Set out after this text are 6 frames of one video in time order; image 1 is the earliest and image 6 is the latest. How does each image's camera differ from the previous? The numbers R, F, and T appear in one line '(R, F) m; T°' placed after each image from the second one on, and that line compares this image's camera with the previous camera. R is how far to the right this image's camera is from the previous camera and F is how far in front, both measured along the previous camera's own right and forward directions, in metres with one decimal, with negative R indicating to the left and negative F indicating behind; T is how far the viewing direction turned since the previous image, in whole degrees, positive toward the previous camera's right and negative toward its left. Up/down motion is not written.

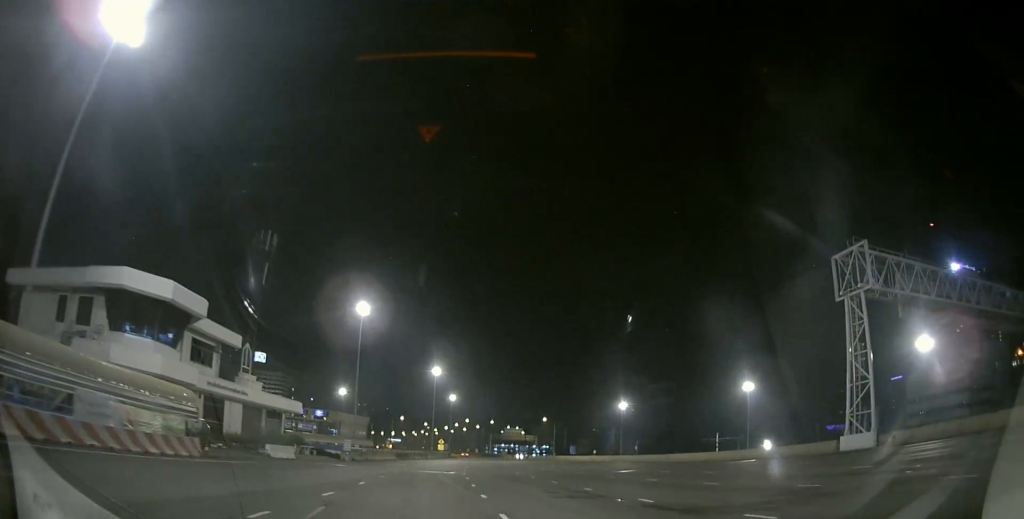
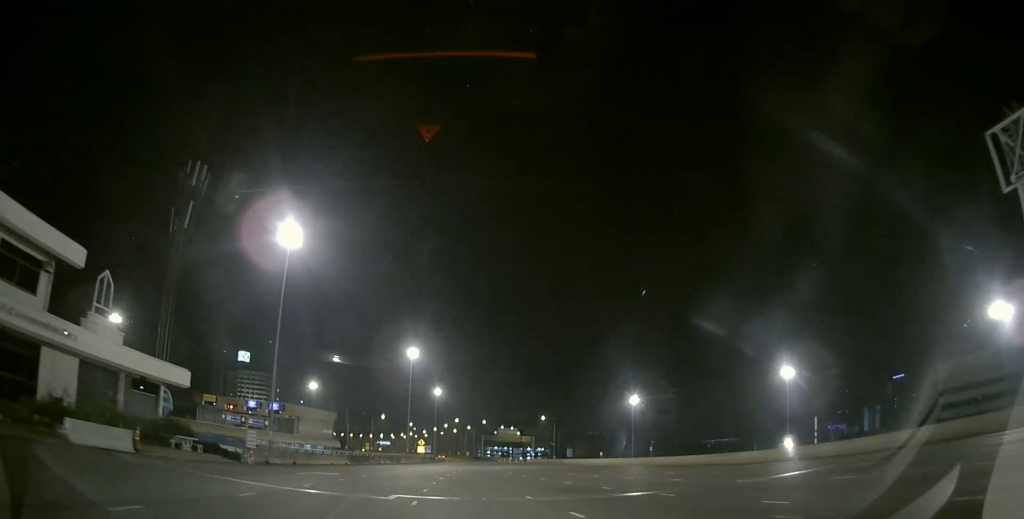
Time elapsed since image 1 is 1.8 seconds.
(+0.3, +19.4) m; +2°
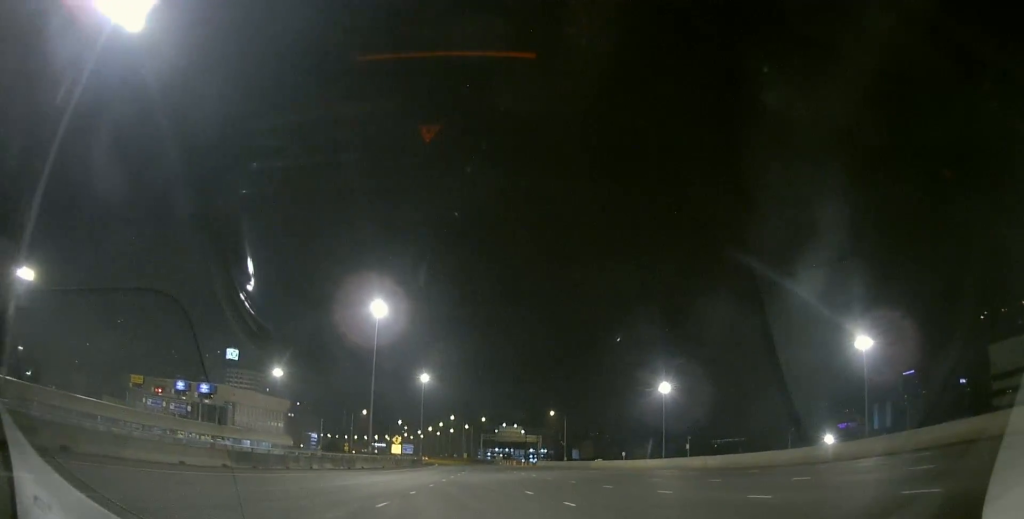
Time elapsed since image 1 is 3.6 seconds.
(+0.4, +22.7) m; +1°
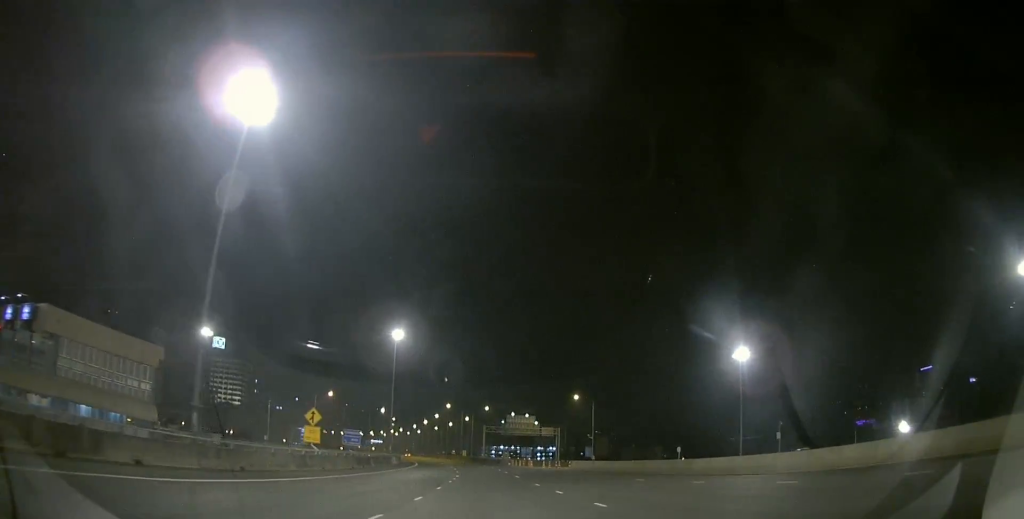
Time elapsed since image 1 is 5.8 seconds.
(-0.1, +30.9) m; 0°
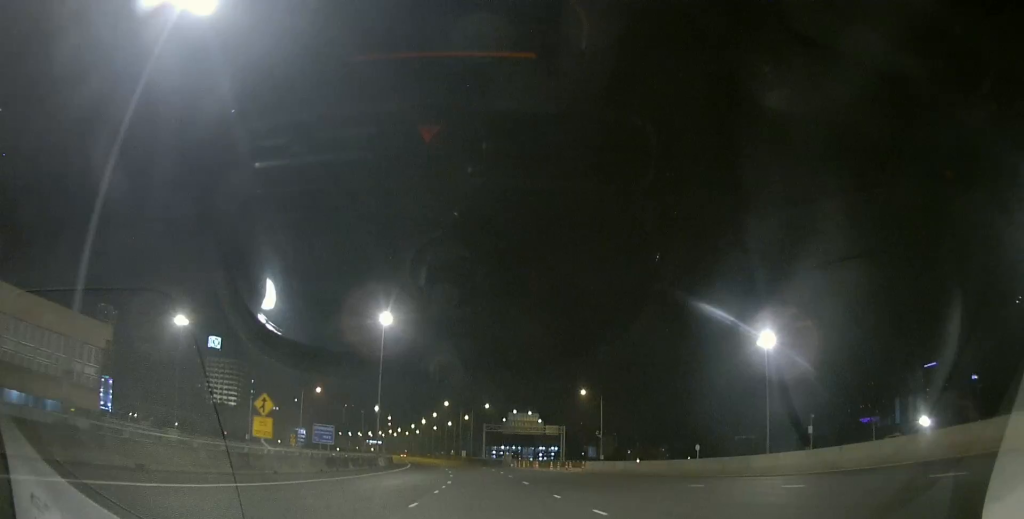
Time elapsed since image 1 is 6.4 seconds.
(+0.1, +7.7) m; 0°
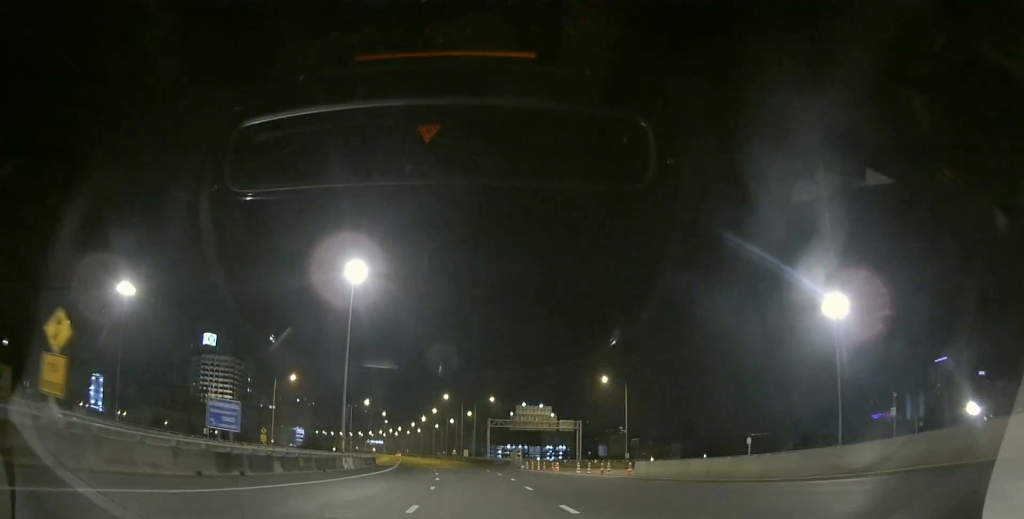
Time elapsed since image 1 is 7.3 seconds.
(0.0, +14.2) m; -2°
